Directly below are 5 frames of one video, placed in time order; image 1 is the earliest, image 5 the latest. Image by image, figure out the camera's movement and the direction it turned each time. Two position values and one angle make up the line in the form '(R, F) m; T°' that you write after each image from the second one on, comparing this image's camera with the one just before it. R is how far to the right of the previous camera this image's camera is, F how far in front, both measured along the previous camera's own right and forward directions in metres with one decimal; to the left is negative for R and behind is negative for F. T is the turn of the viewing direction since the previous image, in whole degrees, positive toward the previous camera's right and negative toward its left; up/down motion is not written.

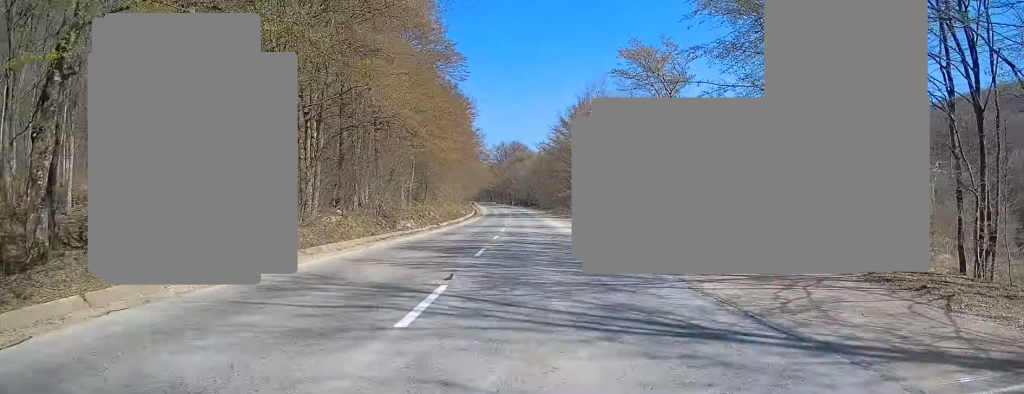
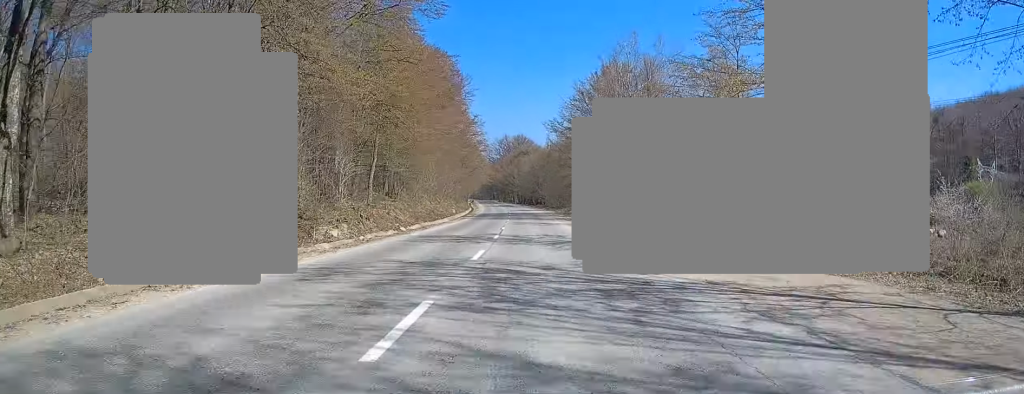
(0.0, +19.6) m; 0°
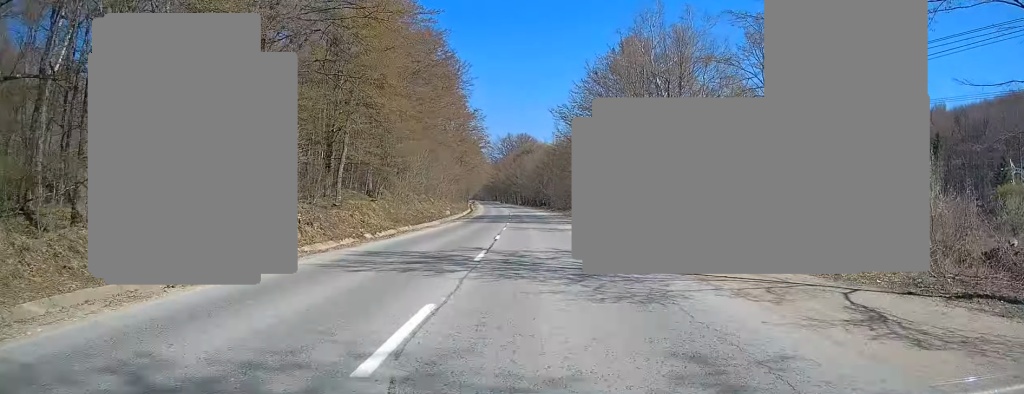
(0.0, +9.5) m; 0°
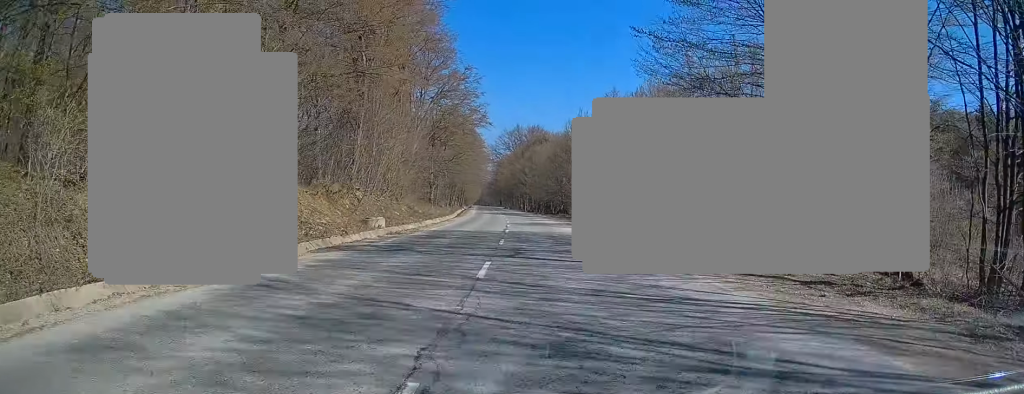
(-0.3, +39.8) m; 0°
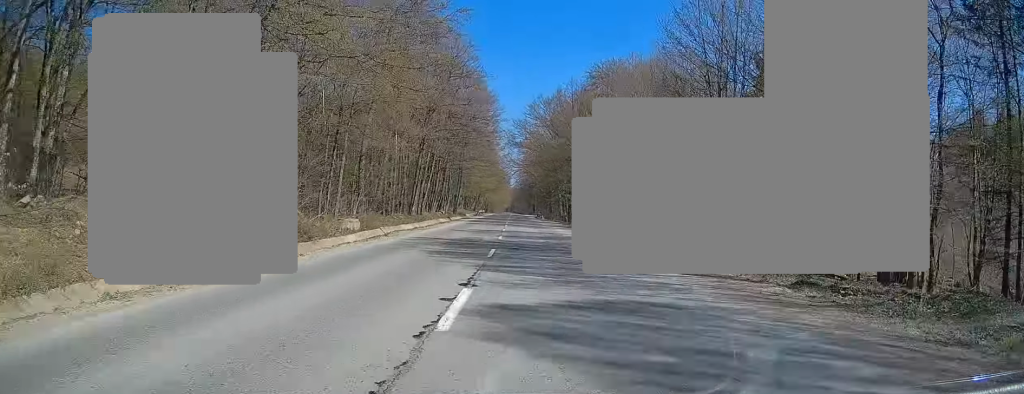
(-1.8, +67.9) m; -3°
